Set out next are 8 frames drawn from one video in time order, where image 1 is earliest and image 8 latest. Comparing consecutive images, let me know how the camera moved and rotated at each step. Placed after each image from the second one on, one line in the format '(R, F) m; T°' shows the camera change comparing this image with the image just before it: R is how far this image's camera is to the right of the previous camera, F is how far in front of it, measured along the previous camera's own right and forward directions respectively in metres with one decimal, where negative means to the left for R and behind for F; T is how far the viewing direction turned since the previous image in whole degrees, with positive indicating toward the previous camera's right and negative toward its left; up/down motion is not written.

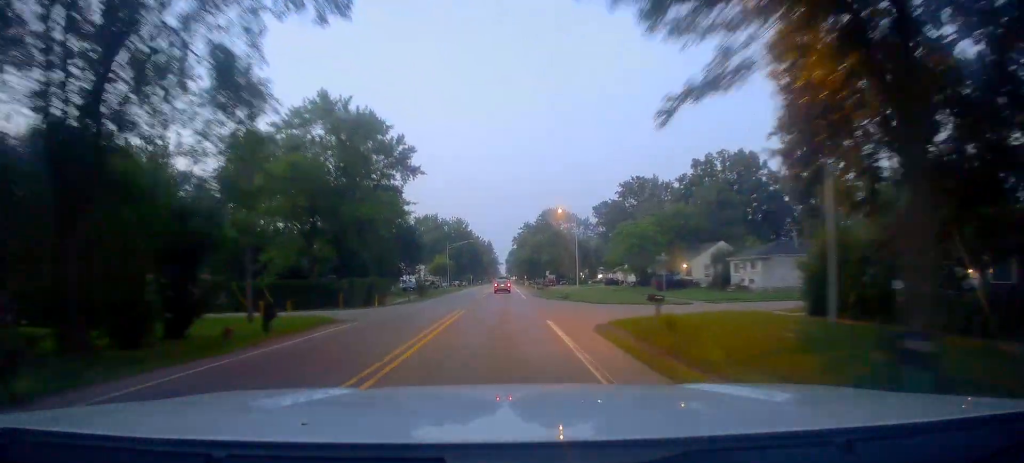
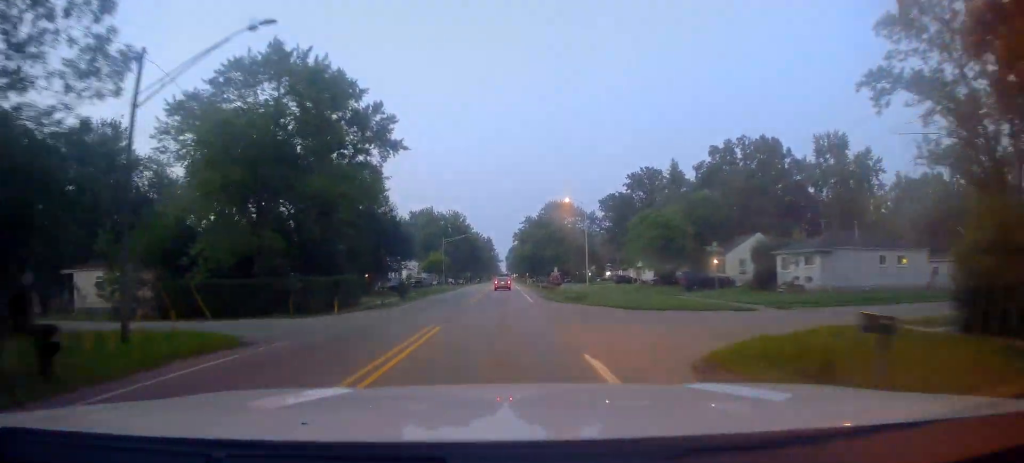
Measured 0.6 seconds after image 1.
(+0.4, +10.3) m; +1°
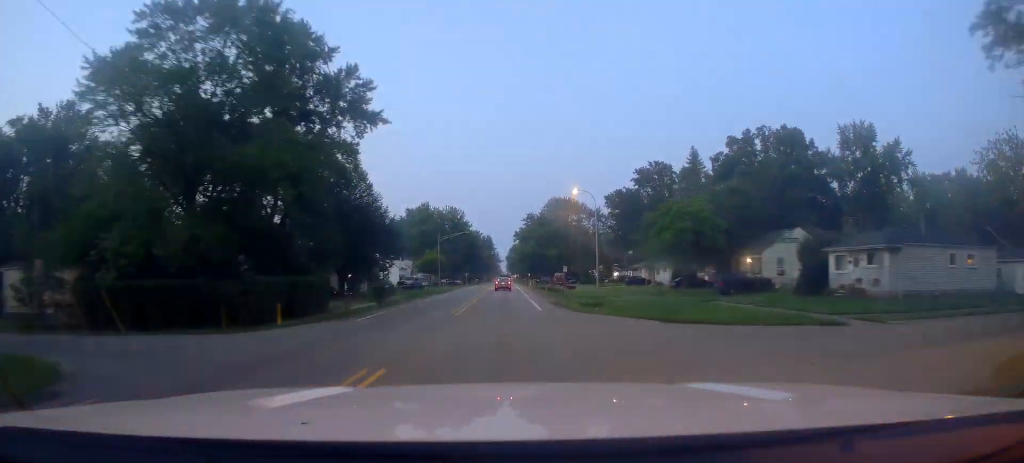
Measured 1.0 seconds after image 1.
(+0.2, +8.5) m; +1°
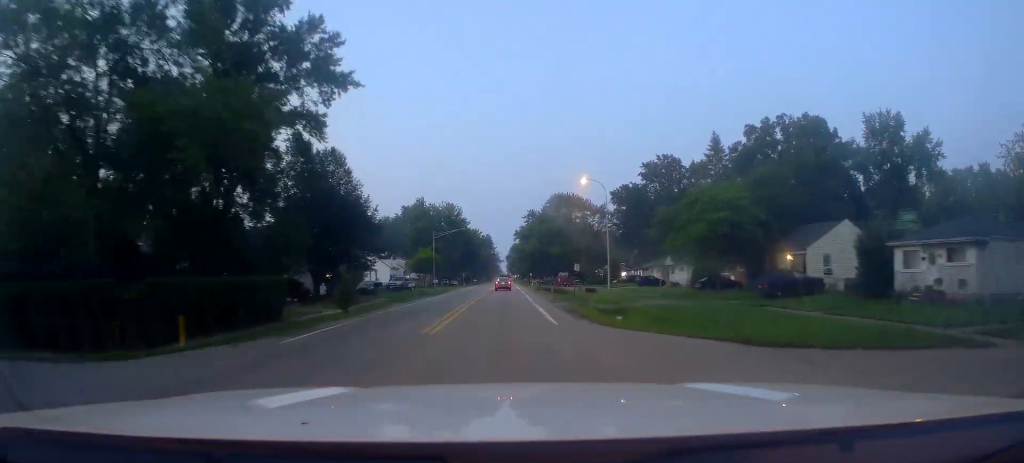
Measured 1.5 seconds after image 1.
(0.0, +7.9) m; -1°
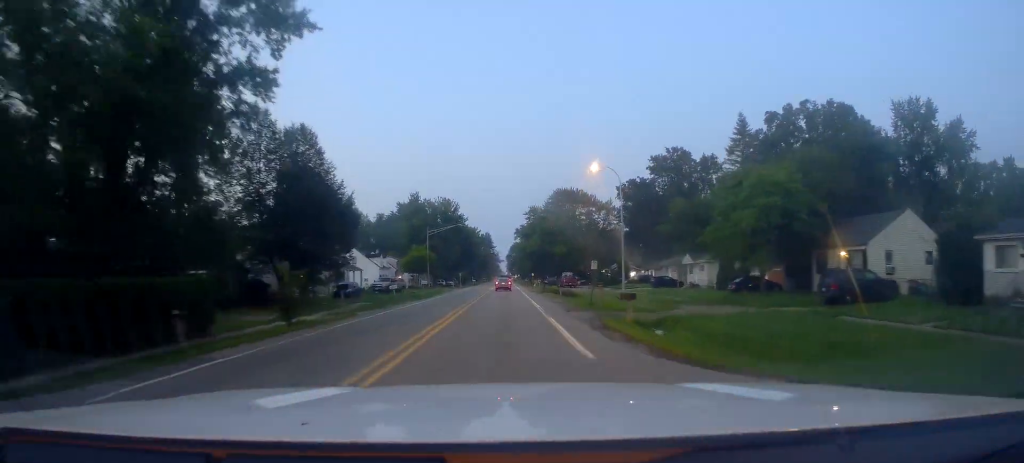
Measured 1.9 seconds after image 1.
(+0.1, +7.9) m; -1°
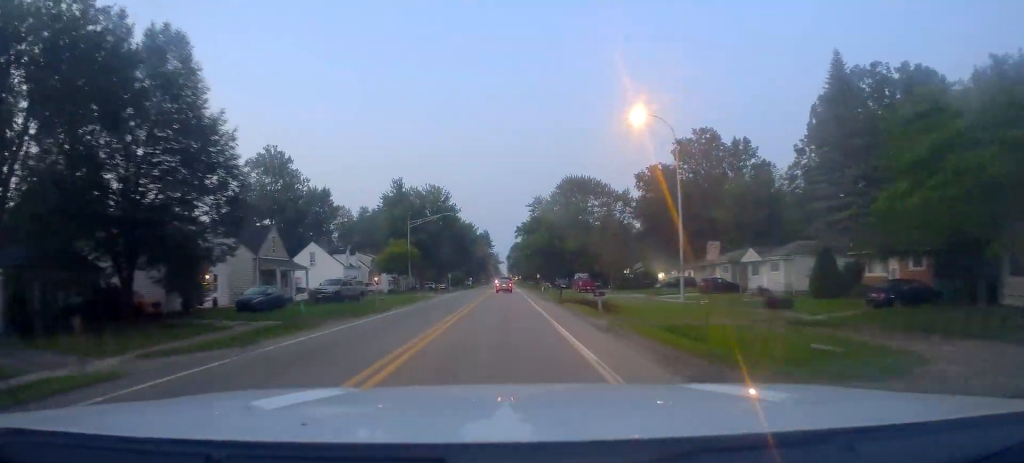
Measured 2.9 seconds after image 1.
(-0.4, +18.7) m; 0°
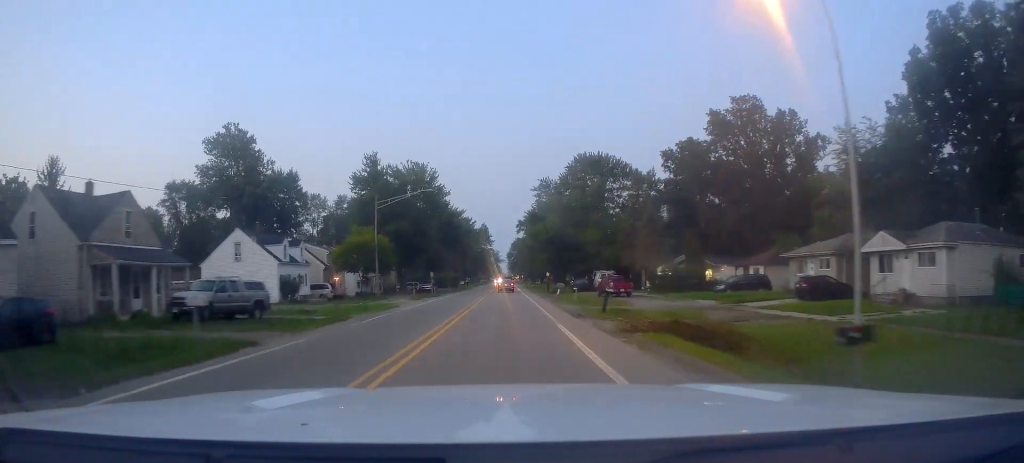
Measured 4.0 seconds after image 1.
(+0.4, +19.9) m; +1°
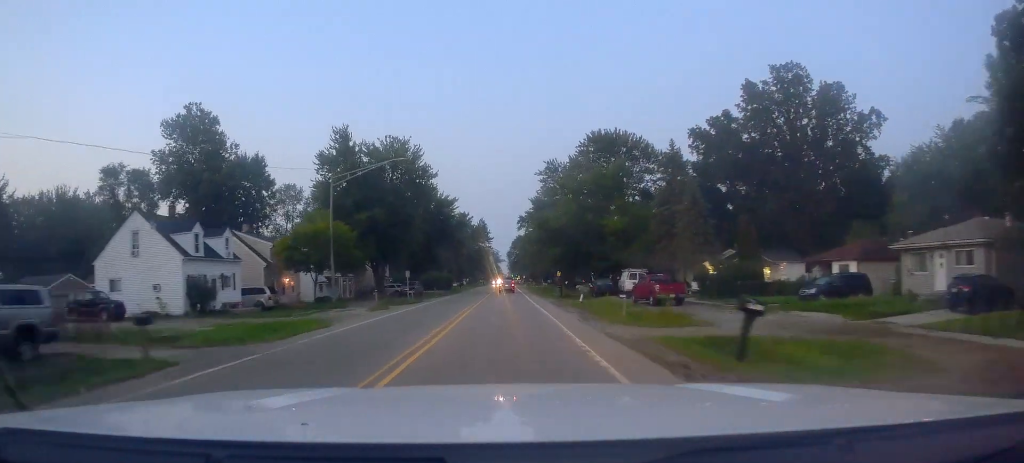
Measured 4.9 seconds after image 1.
(0.0, +15.2) m; -2°
